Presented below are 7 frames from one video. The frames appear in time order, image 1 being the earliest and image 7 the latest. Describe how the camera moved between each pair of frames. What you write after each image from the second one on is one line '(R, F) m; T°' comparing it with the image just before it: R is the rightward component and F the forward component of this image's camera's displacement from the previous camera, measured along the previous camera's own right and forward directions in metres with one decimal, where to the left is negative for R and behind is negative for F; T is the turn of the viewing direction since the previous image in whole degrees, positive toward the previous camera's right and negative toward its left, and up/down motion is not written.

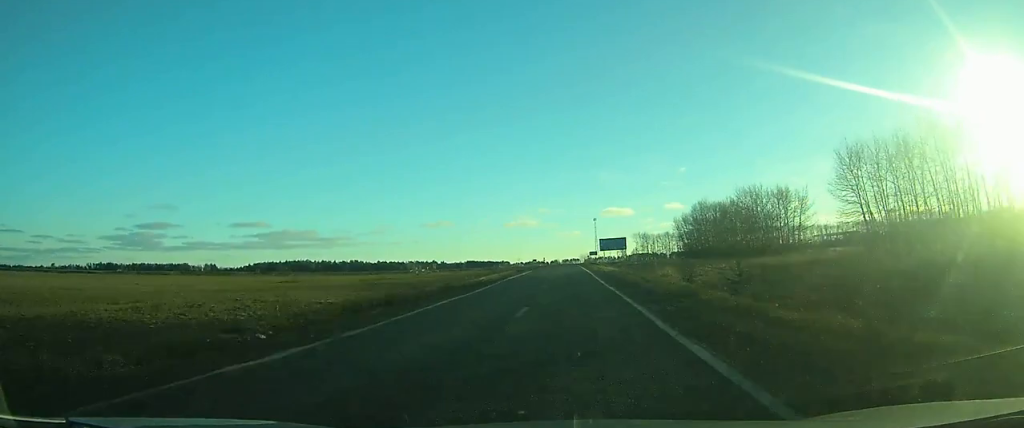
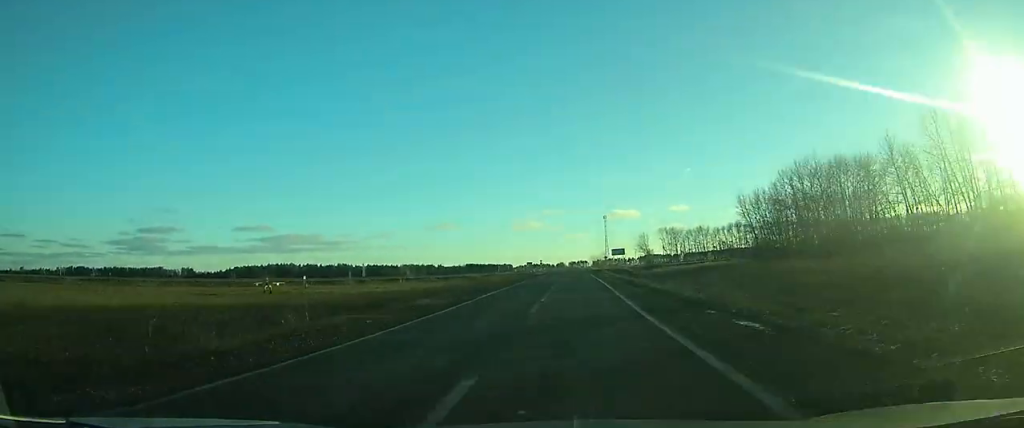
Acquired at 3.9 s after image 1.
(+0.2, +83.5) m; 0°
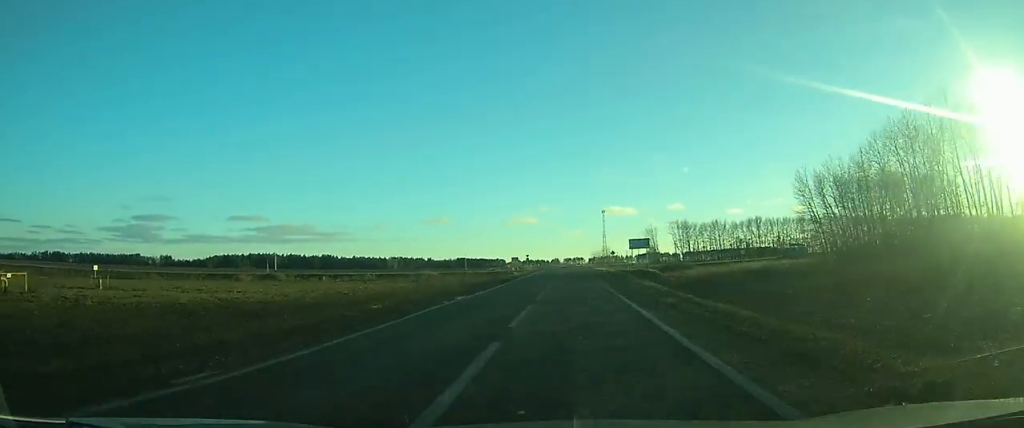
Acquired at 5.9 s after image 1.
(-0.1, +39.4) m; 0°
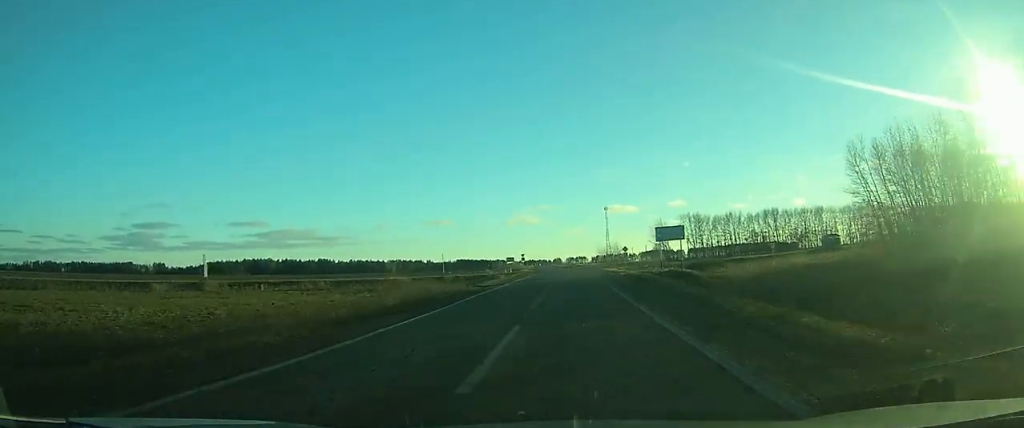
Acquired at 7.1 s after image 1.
(0.0, +19.7) m; 0°
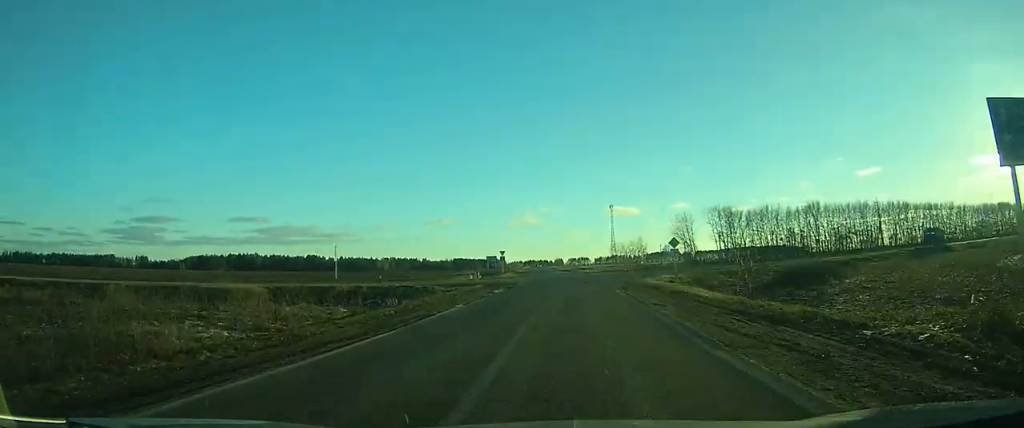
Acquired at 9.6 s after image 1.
(-0.1, +39.0) m; 0°
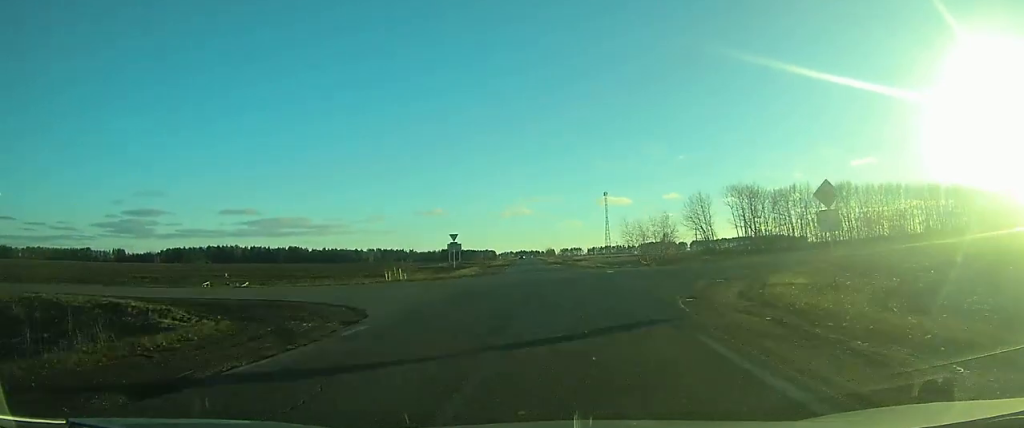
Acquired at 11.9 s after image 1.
(+0.3, +30.9) m; +5°
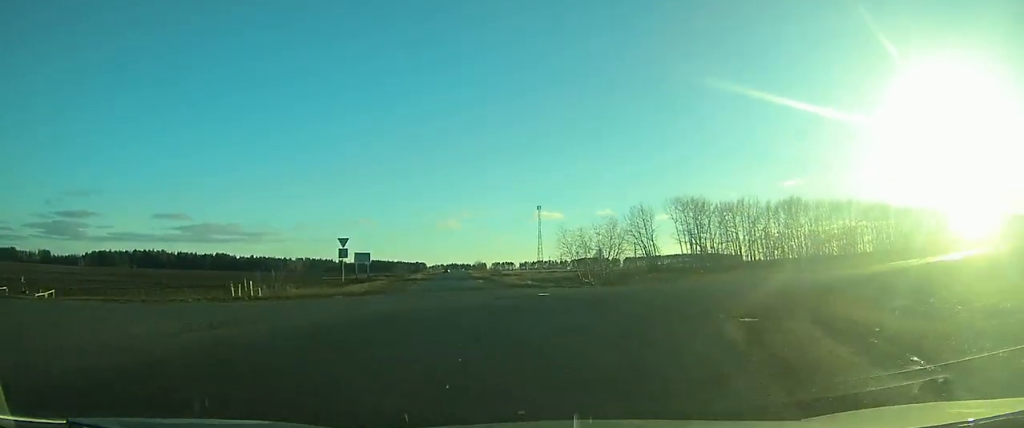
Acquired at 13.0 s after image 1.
(-0.3, +13.4) m; +8°
